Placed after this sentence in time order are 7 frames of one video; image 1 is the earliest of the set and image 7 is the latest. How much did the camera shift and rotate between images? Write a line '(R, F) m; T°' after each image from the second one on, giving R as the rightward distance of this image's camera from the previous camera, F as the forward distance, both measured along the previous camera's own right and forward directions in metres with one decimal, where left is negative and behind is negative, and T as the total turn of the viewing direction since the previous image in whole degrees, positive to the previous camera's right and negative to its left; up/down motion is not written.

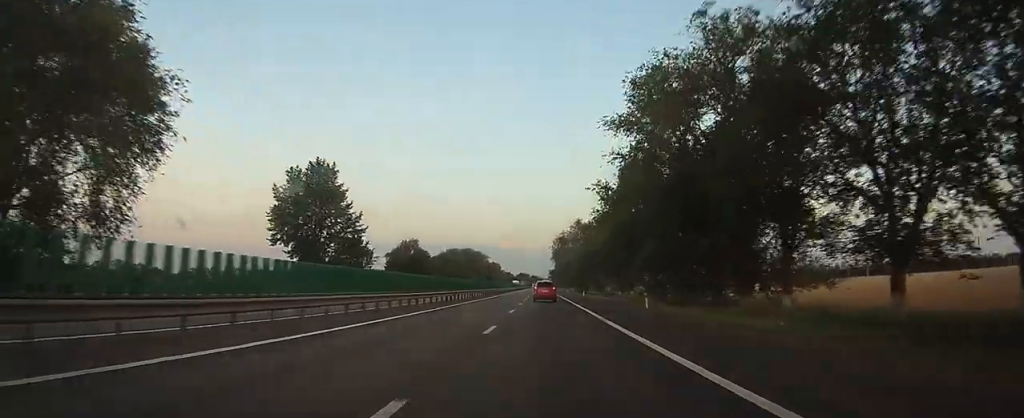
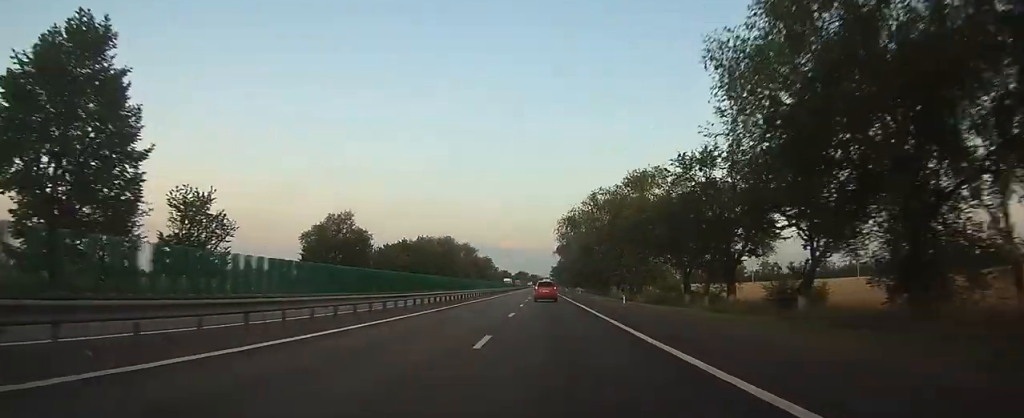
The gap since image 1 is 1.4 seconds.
(-0.1, +39.6) m; 0°
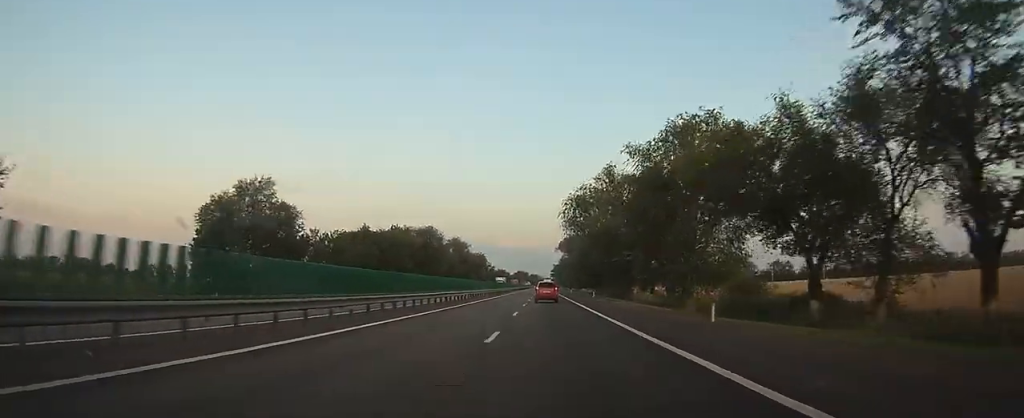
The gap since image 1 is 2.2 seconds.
(+0.1, +22.7) m; 0°
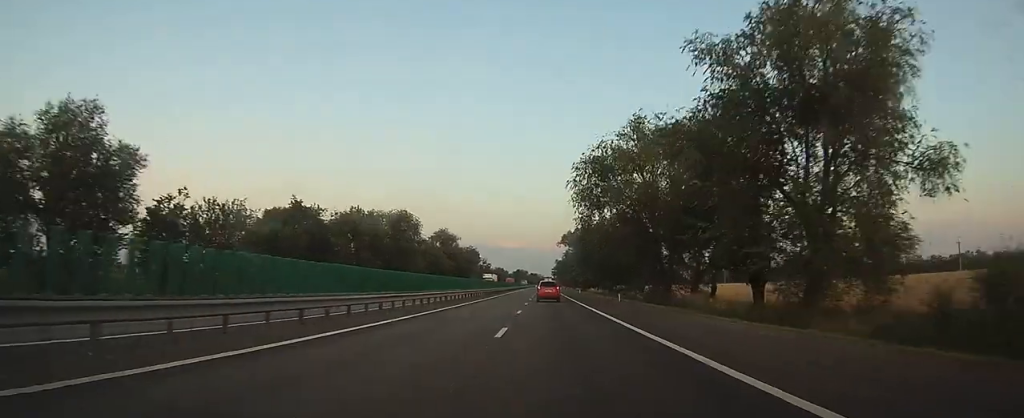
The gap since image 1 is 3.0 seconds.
(0.0, +22.7) m; 0°
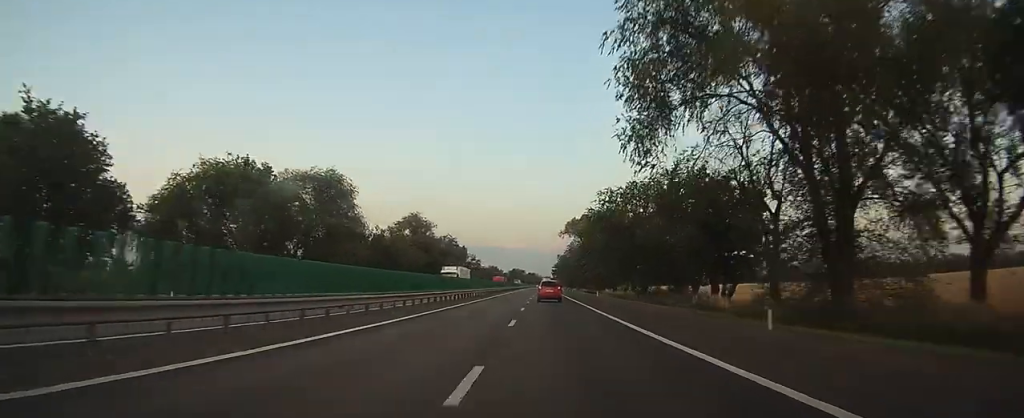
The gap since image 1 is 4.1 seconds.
(0.0, +32.3) m; 0°
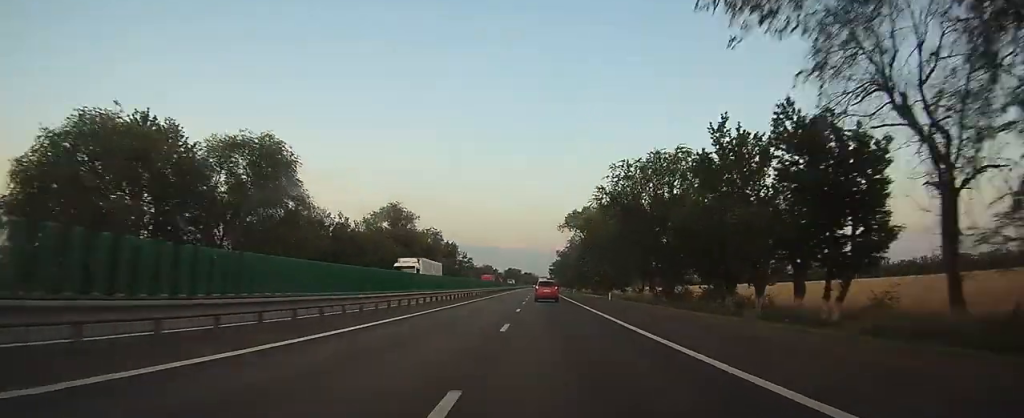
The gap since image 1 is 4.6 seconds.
(0.0, +14.2) m; 0°
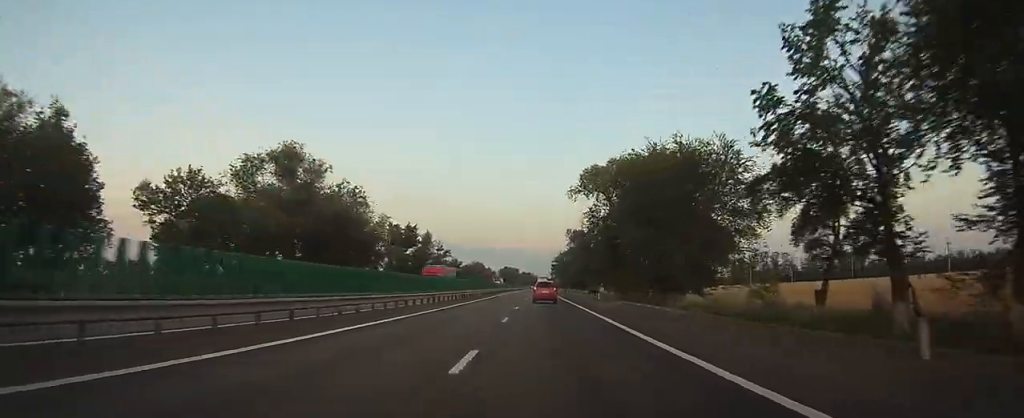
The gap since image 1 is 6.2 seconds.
(+0.2, +43.7) m; 0°
